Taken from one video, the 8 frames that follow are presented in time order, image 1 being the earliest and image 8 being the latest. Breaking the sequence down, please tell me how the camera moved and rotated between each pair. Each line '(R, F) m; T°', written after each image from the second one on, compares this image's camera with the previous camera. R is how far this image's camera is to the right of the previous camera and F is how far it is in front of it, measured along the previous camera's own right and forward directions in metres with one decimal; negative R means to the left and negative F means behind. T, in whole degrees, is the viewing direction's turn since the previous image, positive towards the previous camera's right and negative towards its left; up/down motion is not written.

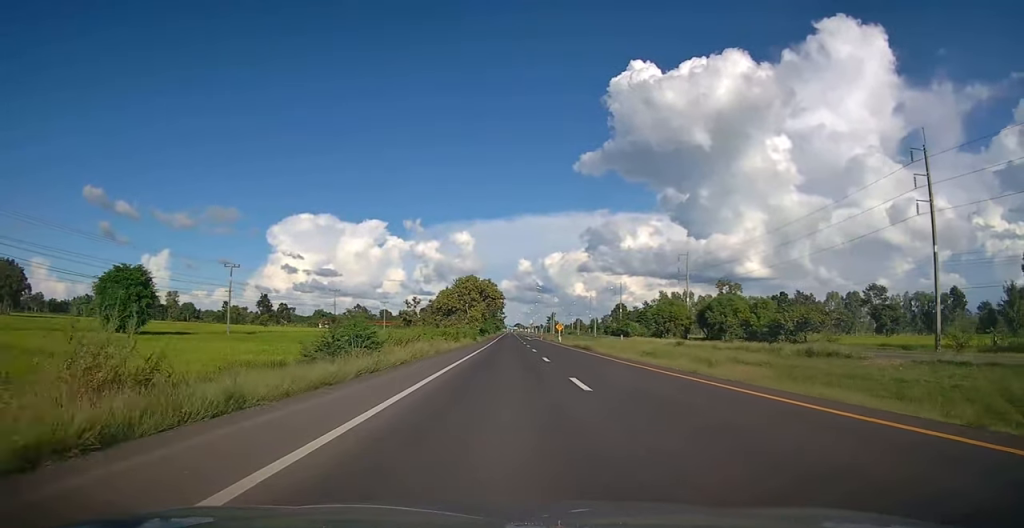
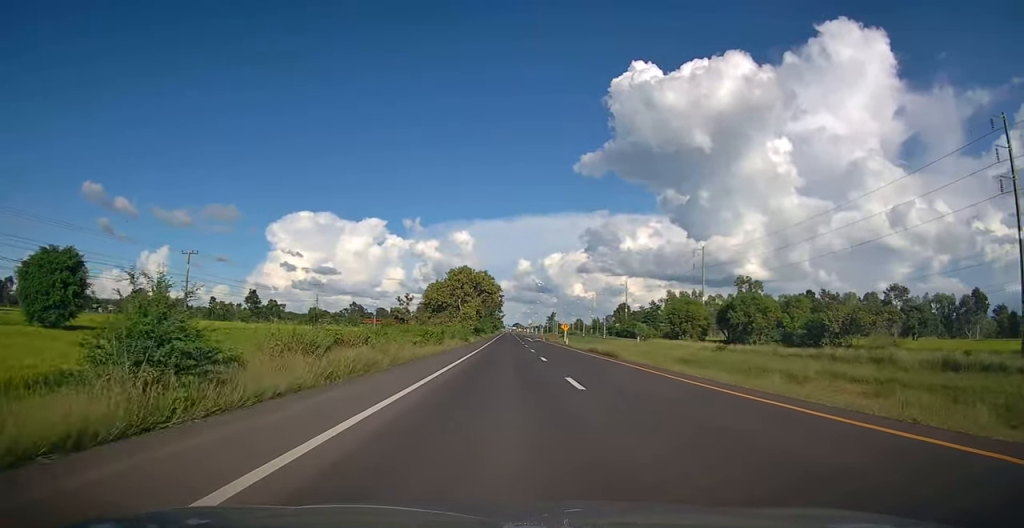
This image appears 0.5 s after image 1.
(0.0, +11.2) m; 0°
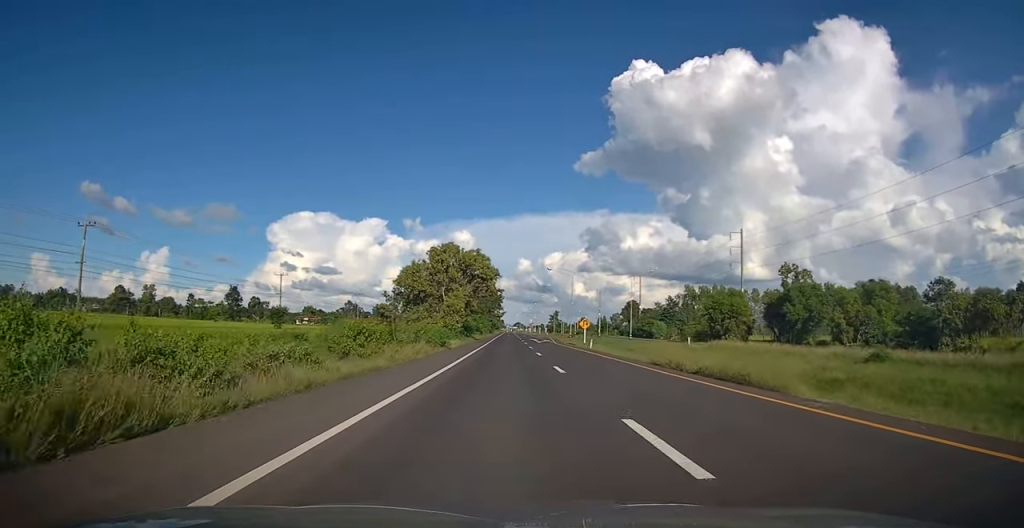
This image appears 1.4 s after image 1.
(+0.1, +19.5) m; 0°
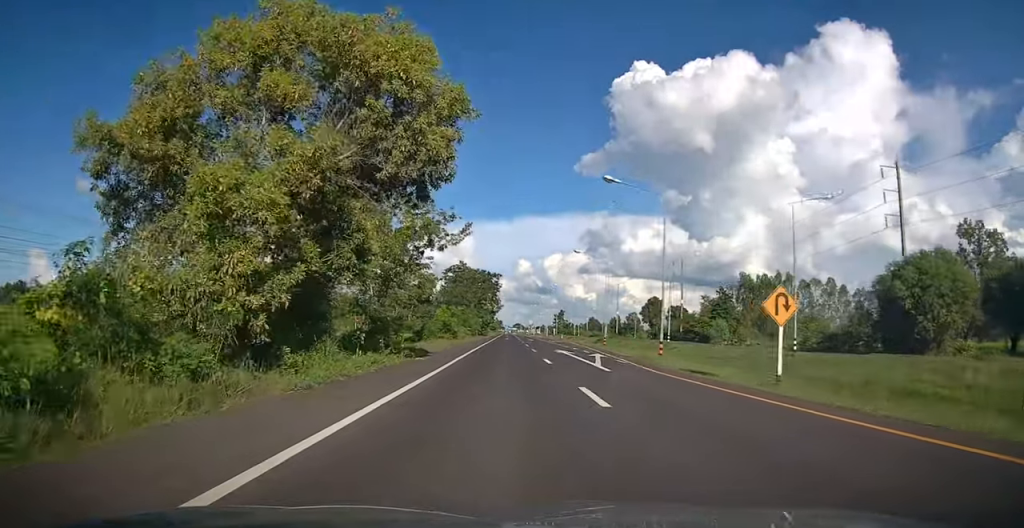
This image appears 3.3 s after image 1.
(+0.1, +43.2) m; 0°
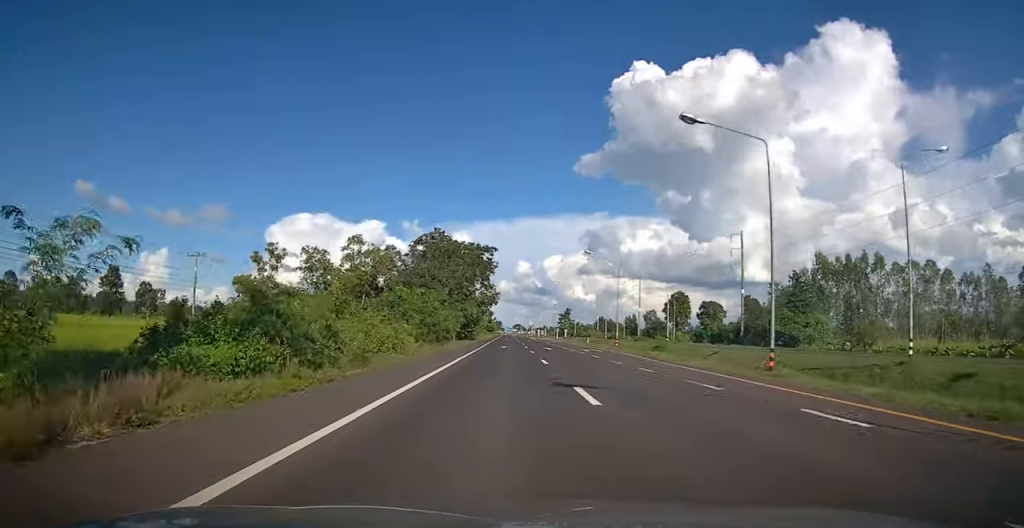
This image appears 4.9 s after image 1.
(-0.1, +35.3) m; 0°
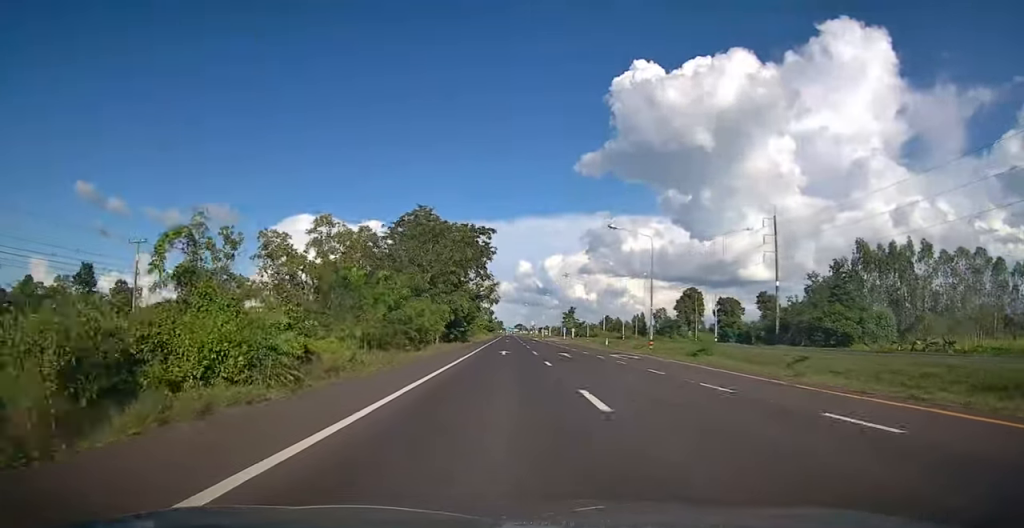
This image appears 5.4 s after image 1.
(0.0, +12.8) m; 0°
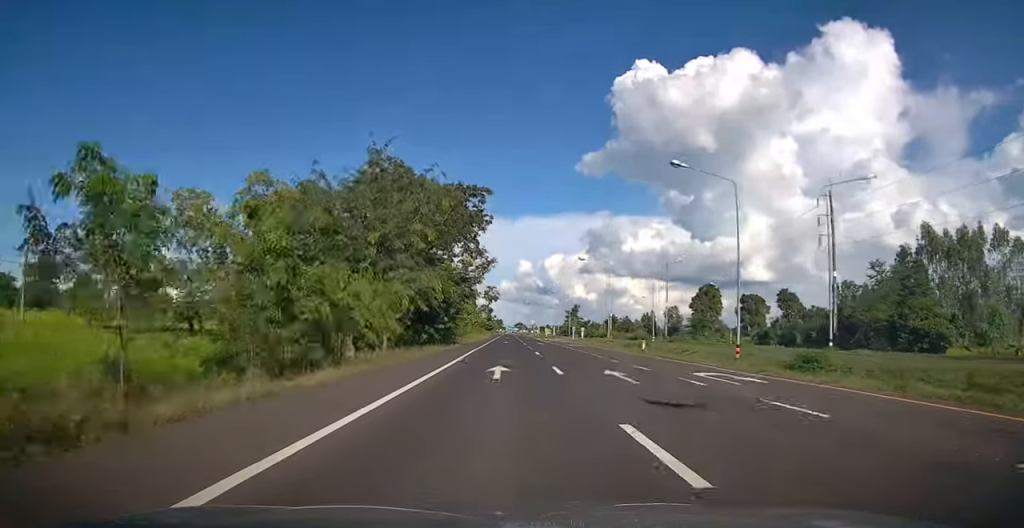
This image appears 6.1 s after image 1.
(-0.2, +16.2) m; 0°
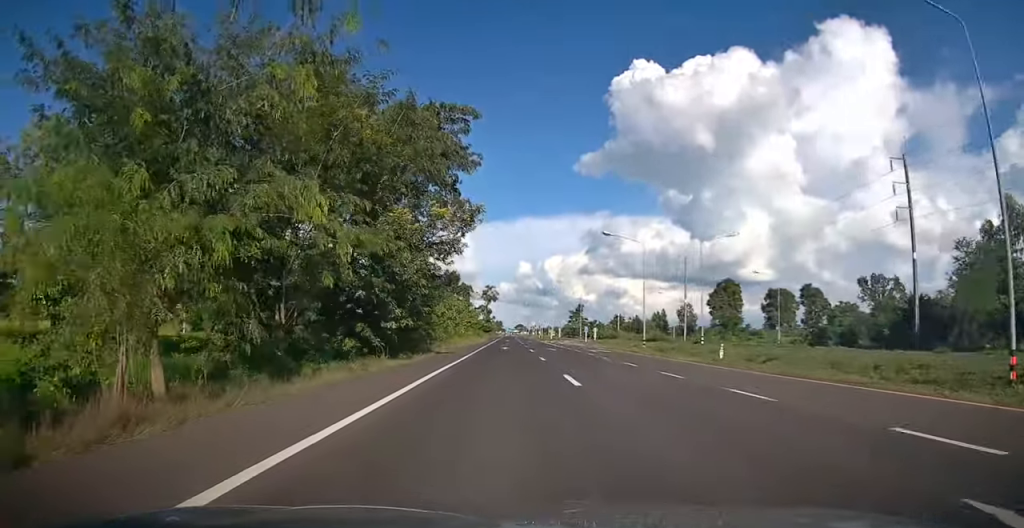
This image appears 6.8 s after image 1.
(+0.2, +15.9) m; 0°
